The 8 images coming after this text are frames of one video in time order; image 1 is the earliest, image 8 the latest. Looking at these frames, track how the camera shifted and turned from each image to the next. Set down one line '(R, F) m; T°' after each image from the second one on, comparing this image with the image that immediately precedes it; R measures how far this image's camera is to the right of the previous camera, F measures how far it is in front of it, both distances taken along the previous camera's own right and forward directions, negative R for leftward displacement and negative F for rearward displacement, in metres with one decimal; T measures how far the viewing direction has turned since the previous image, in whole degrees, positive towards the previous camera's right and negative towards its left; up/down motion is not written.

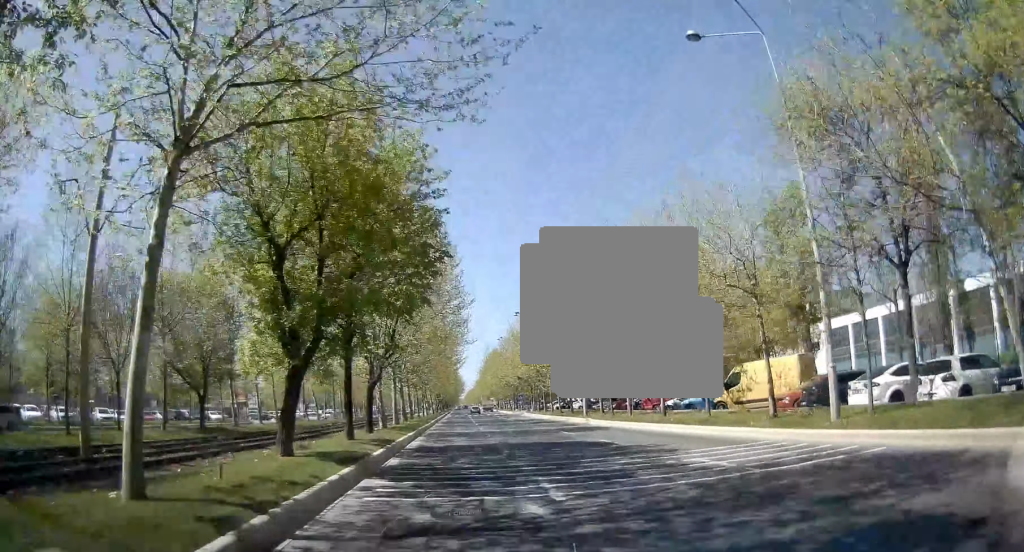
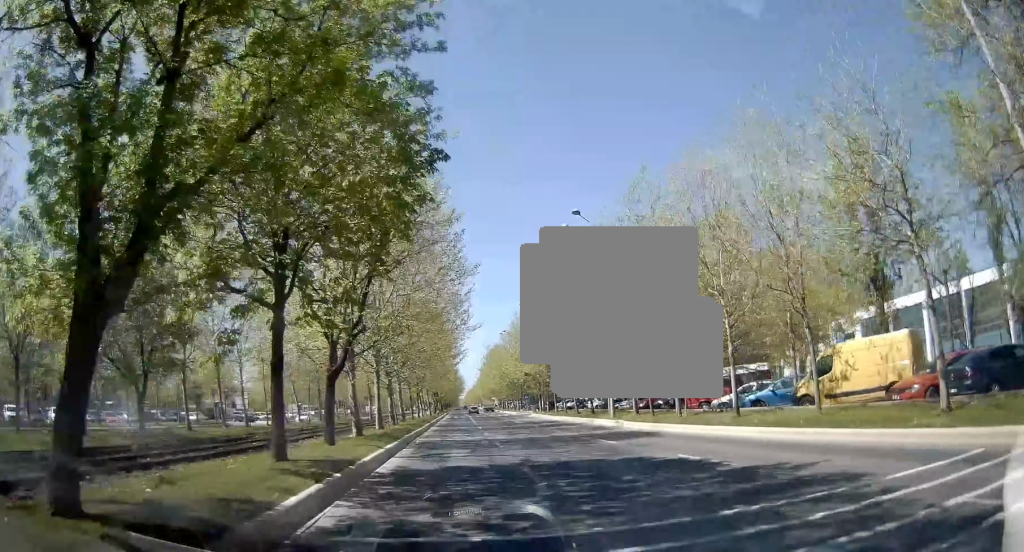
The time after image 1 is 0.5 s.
(+0.2, +8.2) m; 0°
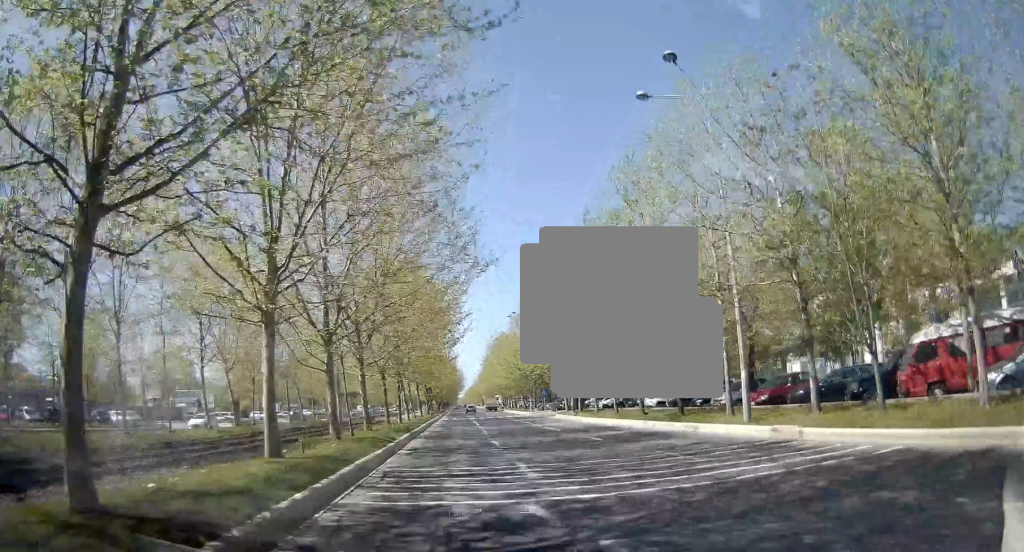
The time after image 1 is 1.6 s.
(-0.2, +18.1) m; -2°
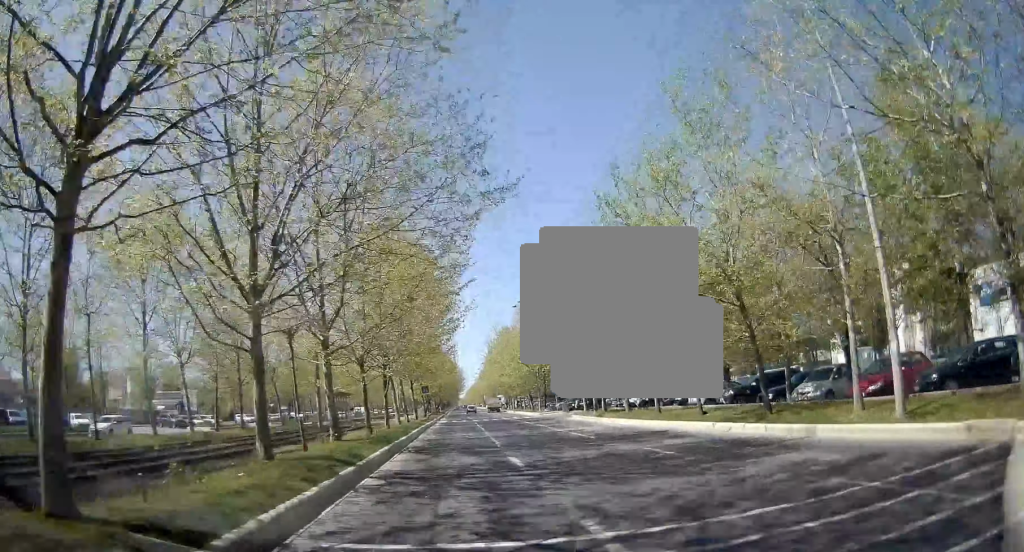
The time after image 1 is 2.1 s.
(-0.1, +7.8) m; 0°
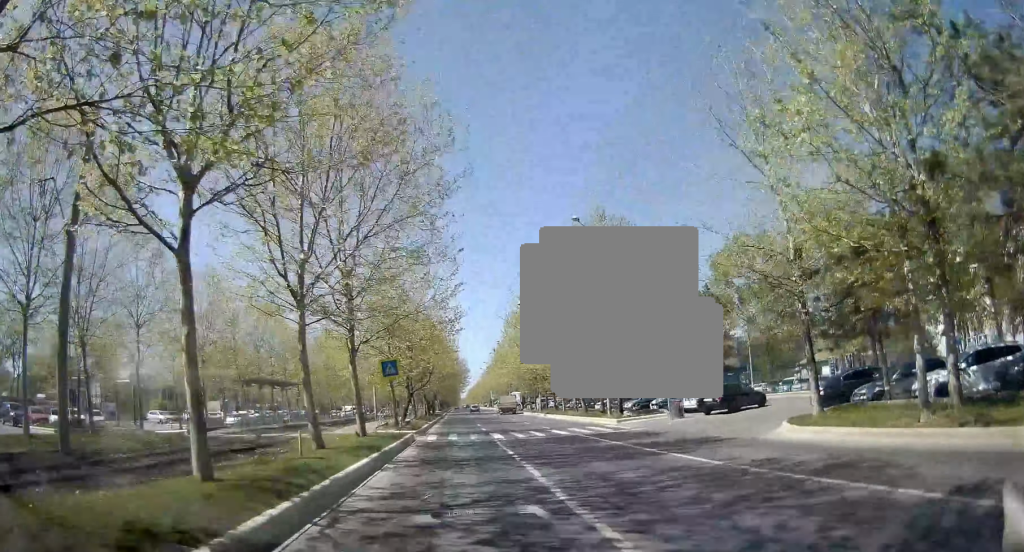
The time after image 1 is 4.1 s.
(+0.7, +30.4) m; +3°
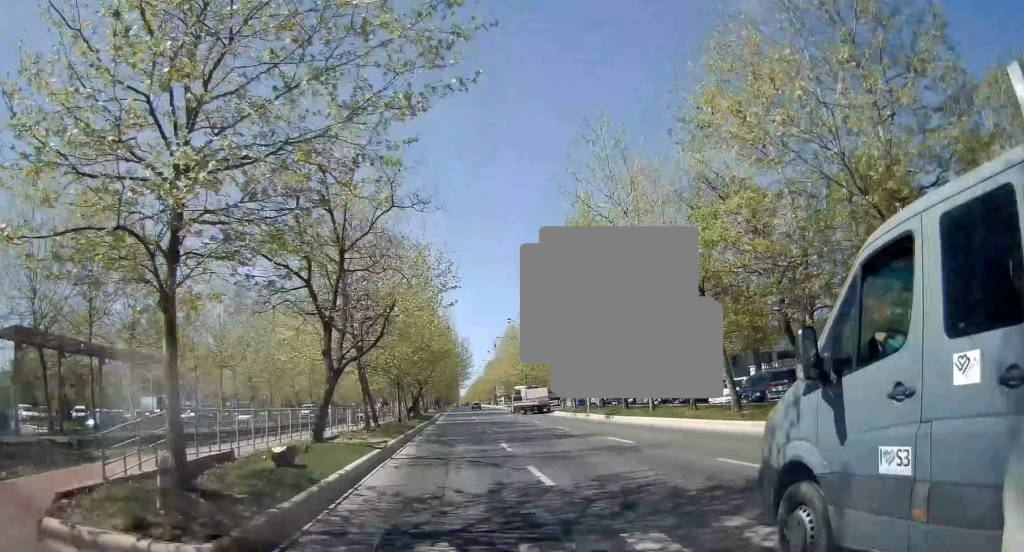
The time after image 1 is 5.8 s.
(-0.7, +26.2) m; -2°
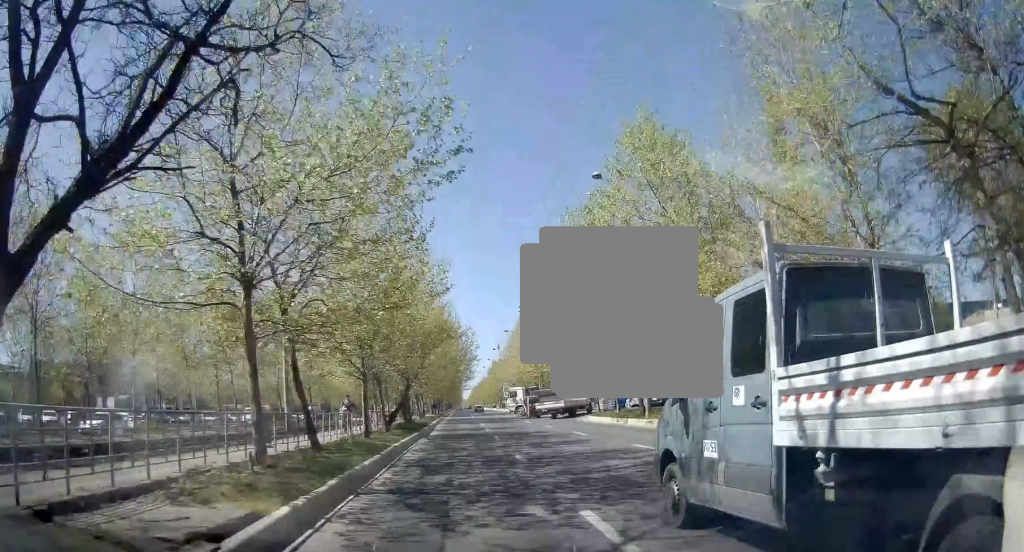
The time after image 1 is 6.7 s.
(+0.4, +13.2) m; +2°
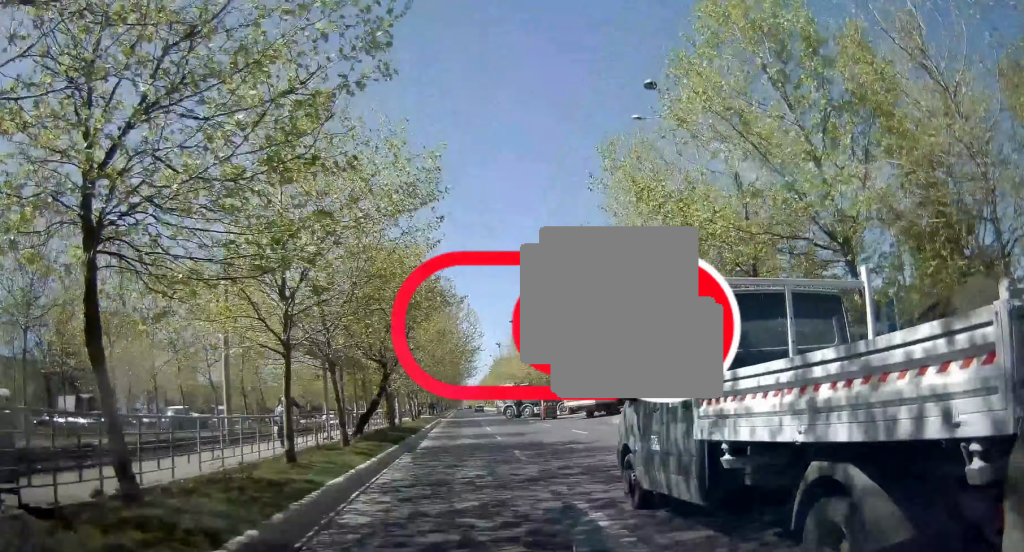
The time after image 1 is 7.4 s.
(0.0, +9.5) m; -1°
